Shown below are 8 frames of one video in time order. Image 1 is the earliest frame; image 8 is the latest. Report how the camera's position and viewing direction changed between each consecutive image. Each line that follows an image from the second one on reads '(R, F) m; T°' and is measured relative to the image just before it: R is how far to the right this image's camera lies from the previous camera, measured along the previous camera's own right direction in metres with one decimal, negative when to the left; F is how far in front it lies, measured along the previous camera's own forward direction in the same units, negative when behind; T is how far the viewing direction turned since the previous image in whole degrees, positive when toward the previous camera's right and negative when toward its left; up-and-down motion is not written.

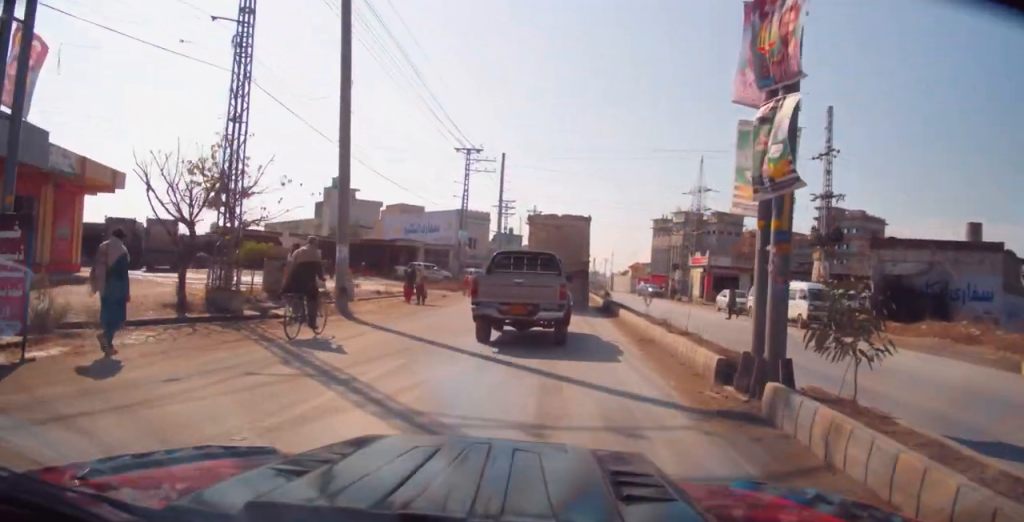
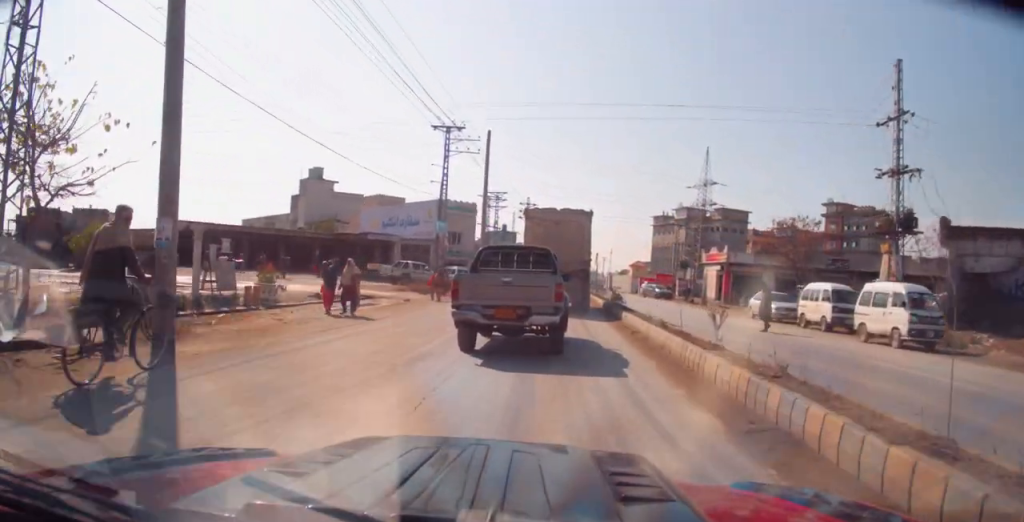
(-0.1, +8.2) m; +1°
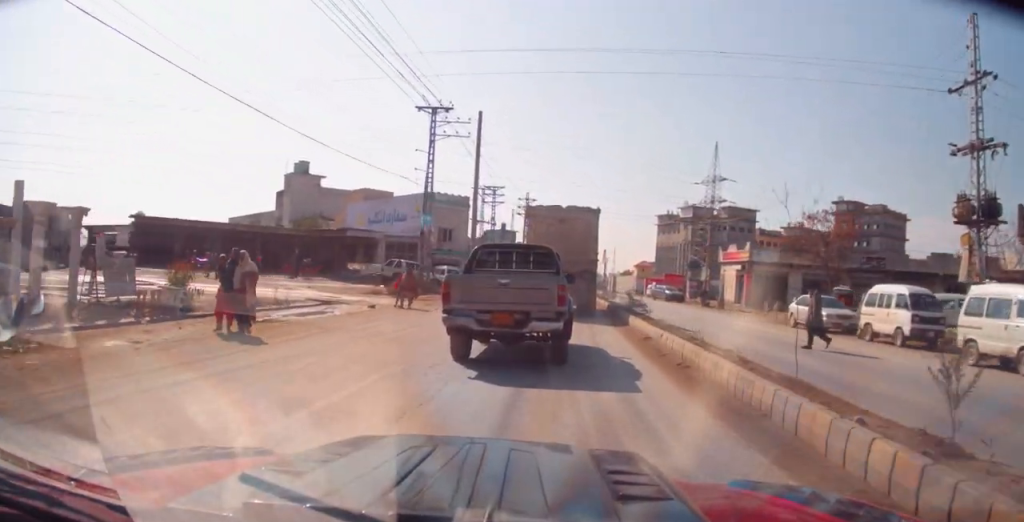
(+0.2, +5.7) m; +1°
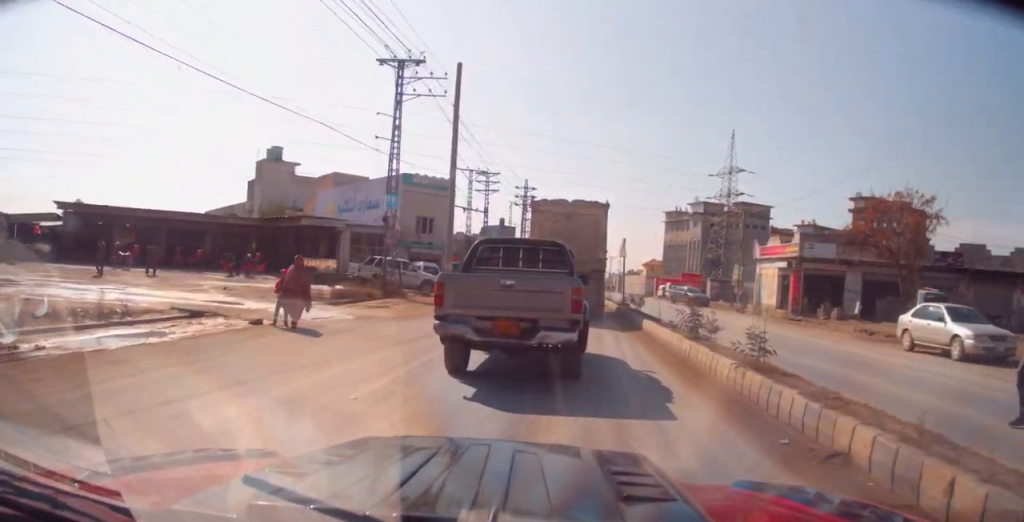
(+0.2, +9.4) m; +1°
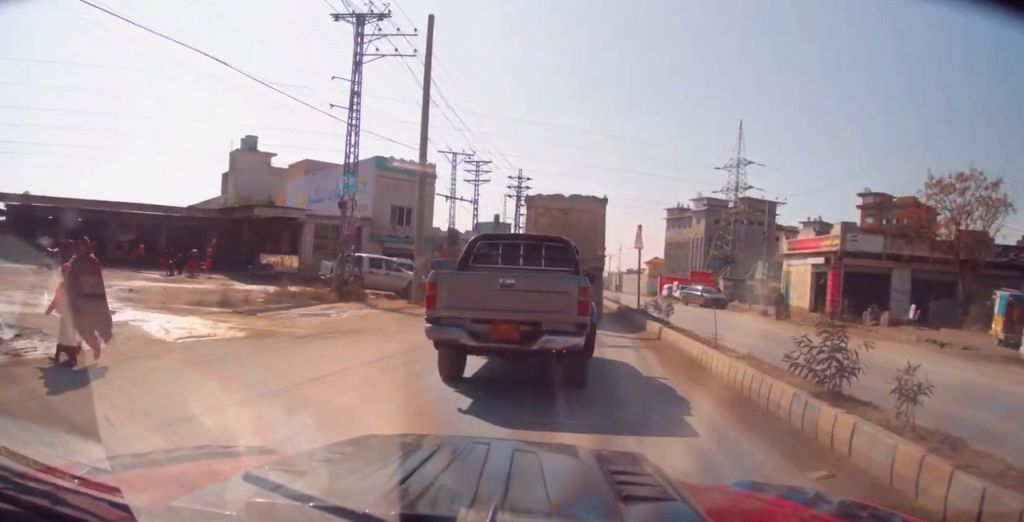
(+0.1, +6.1) m; 0°
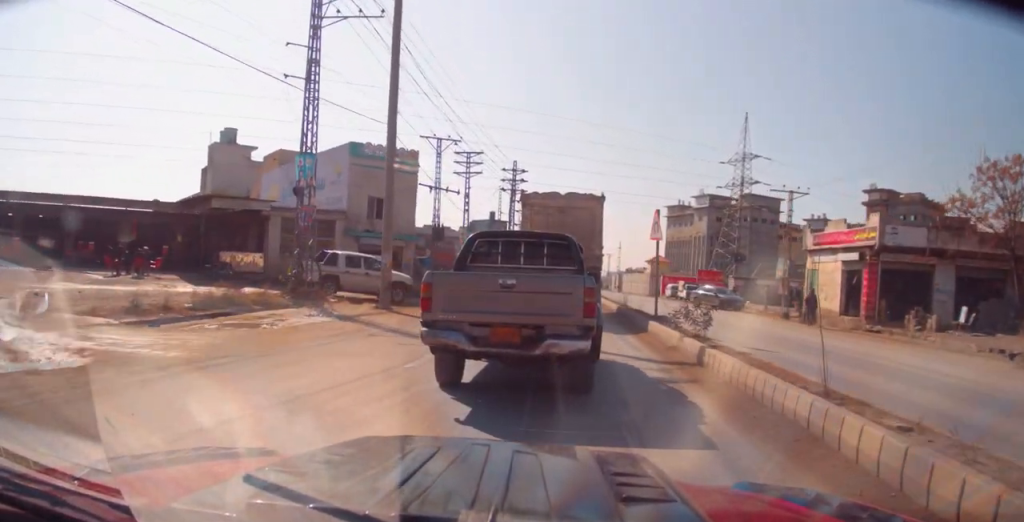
(0.0, +4.2) m; 0°
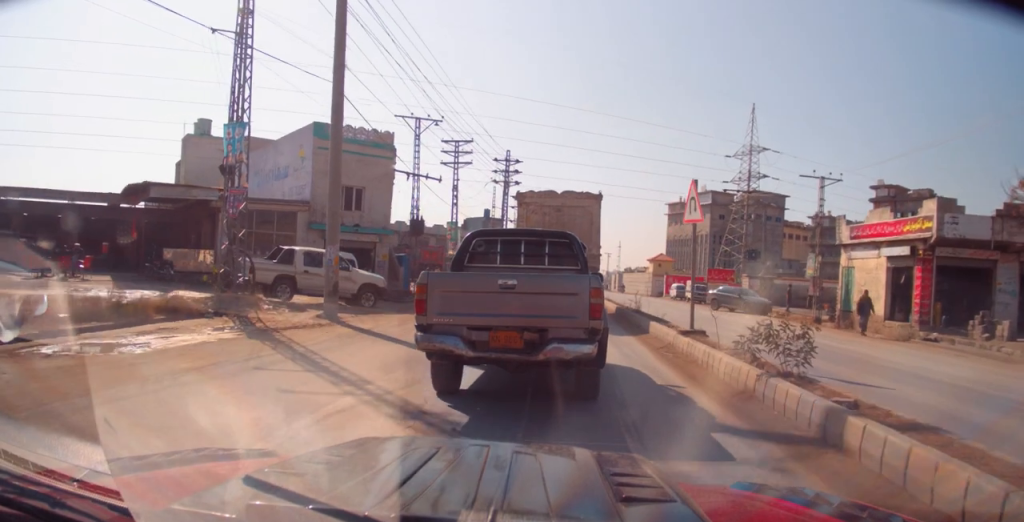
(0.0, +5.0) m; 0°
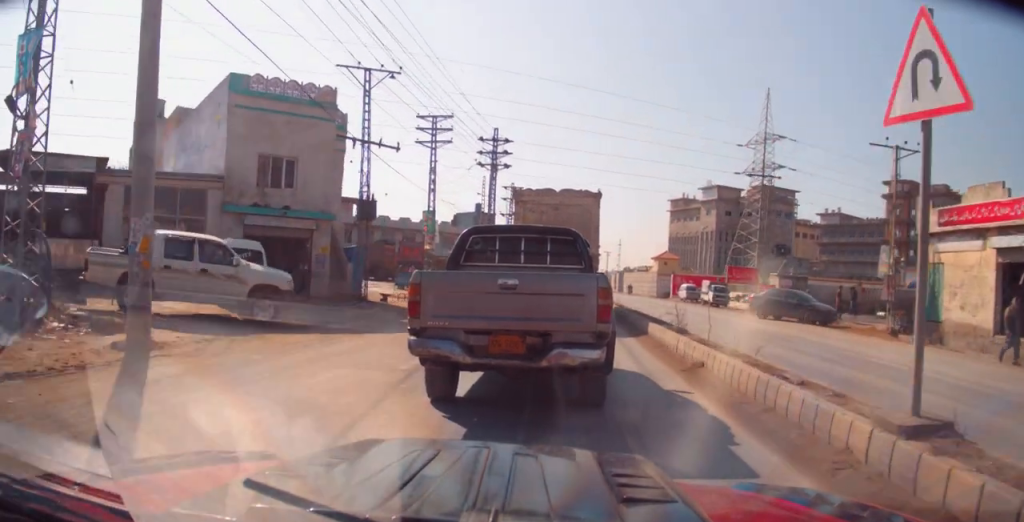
(0.0, +7.7) m; -1°
